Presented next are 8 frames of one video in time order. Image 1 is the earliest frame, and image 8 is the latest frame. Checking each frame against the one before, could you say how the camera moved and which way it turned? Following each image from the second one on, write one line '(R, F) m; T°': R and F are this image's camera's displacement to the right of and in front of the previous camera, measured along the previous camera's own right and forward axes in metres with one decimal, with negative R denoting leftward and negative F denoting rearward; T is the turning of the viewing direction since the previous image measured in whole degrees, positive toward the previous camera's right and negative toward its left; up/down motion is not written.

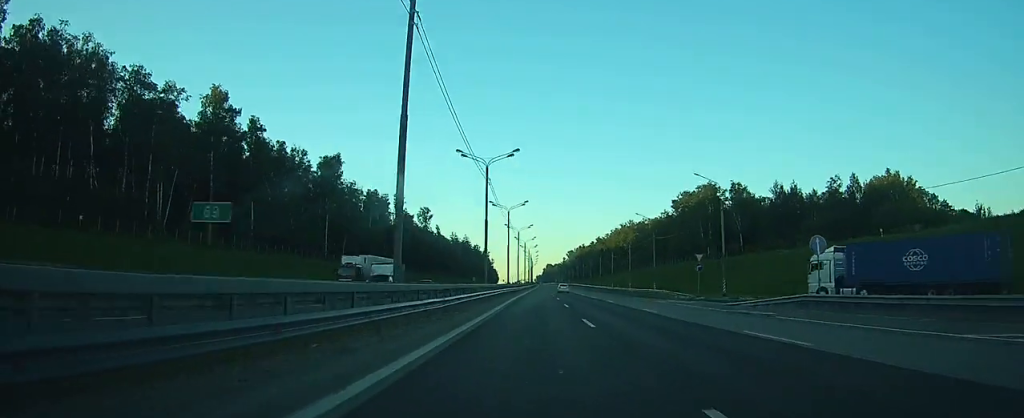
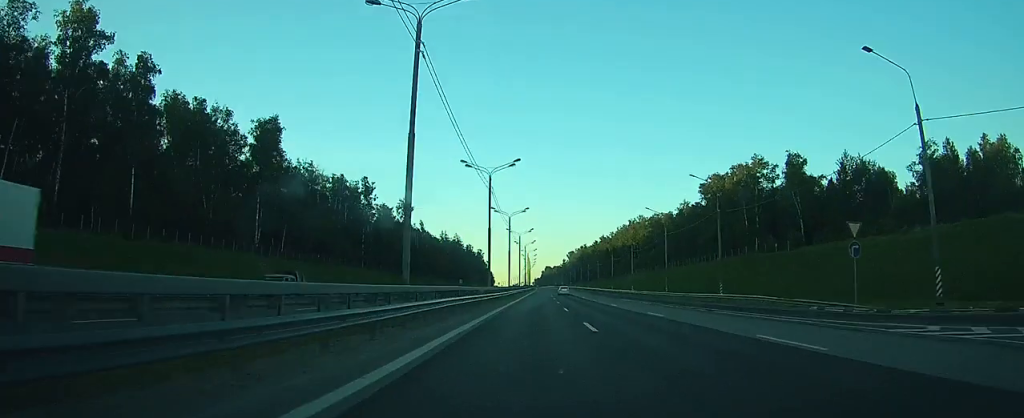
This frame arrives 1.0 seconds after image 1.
(+0.1, +33.2) m; 0°
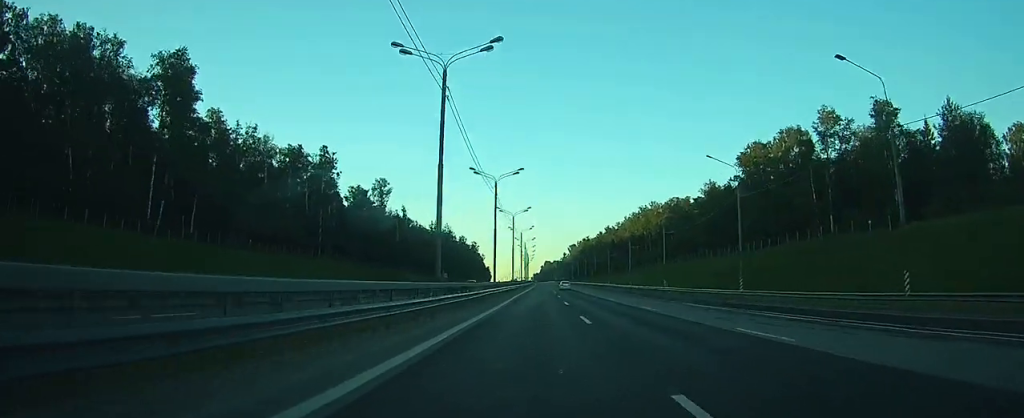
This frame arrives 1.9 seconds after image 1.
(0.0, +29.9) m; 0°
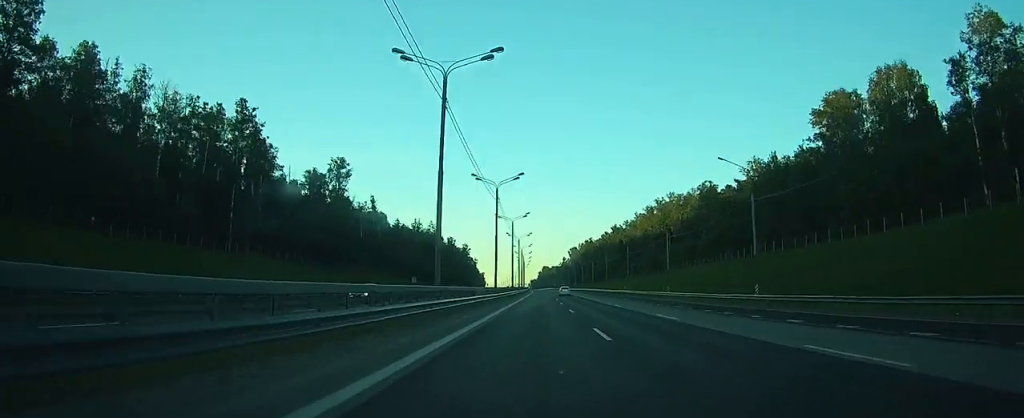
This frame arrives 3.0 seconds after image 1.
(+0.2, +36.5) m; 0°
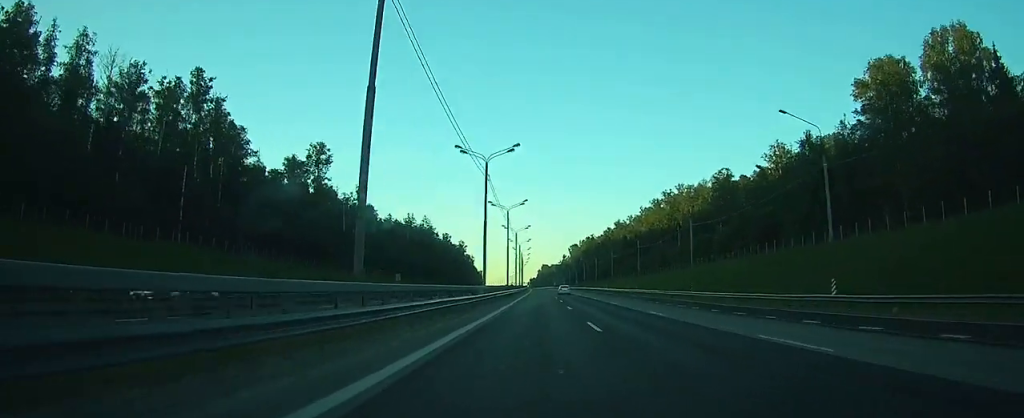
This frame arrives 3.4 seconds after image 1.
(0.0, +13.3) m; 0°
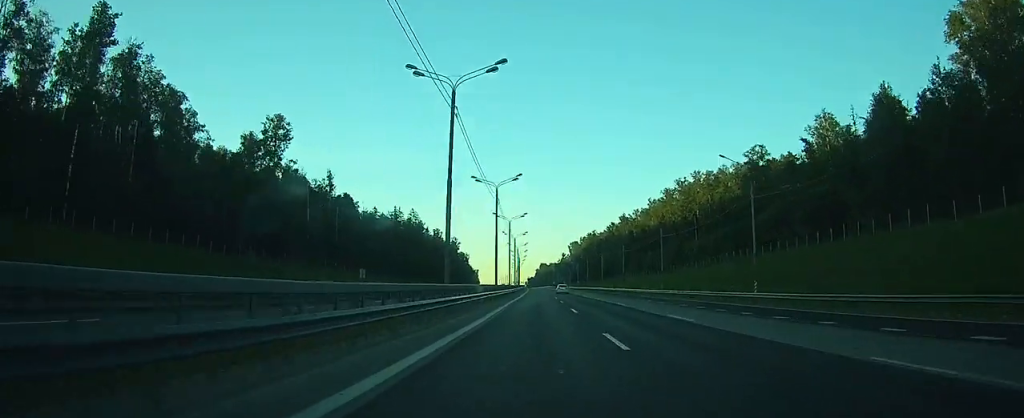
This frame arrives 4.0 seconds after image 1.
(0.0, +21.0) m; 0°
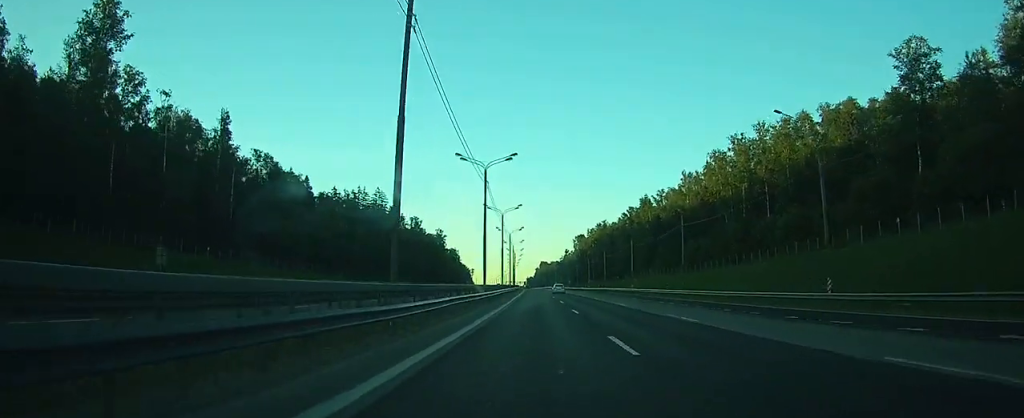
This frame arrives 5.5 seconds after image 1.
(0.0, +48.6) m; 0°
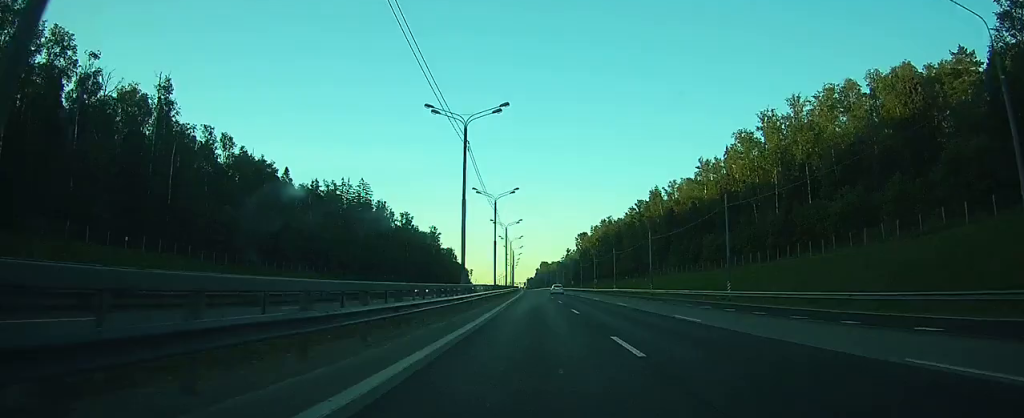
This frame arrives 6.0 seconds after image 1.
(0.0, +16.6) m; 0°
